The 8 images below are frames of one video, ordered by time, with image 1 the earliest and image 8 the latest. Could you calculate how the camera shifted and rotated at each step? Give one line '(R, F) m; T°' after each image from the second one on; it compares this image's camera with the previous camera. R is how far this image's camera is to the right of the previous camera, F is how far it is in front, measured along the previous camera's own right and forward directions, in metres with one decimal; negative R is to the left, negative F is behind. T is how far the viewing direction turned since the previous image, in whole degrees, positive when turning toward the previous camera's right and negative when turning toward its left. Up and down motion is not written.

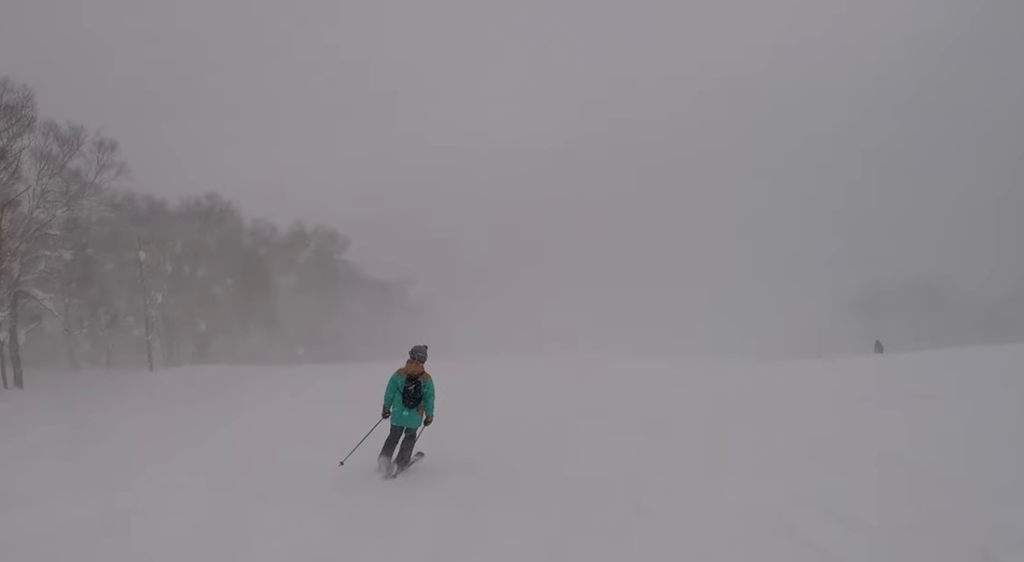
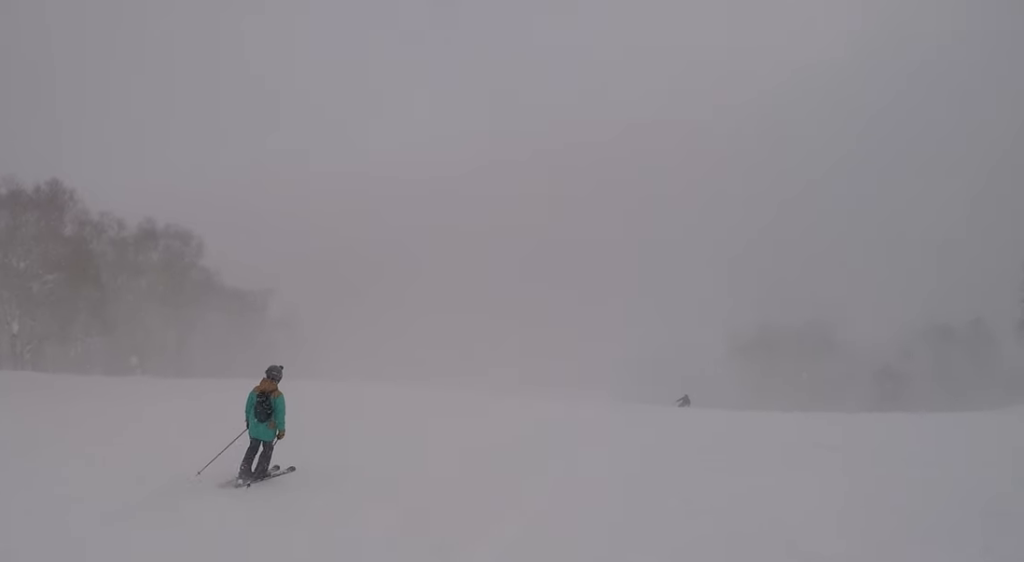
(+0.1, +6.8) m; 0°
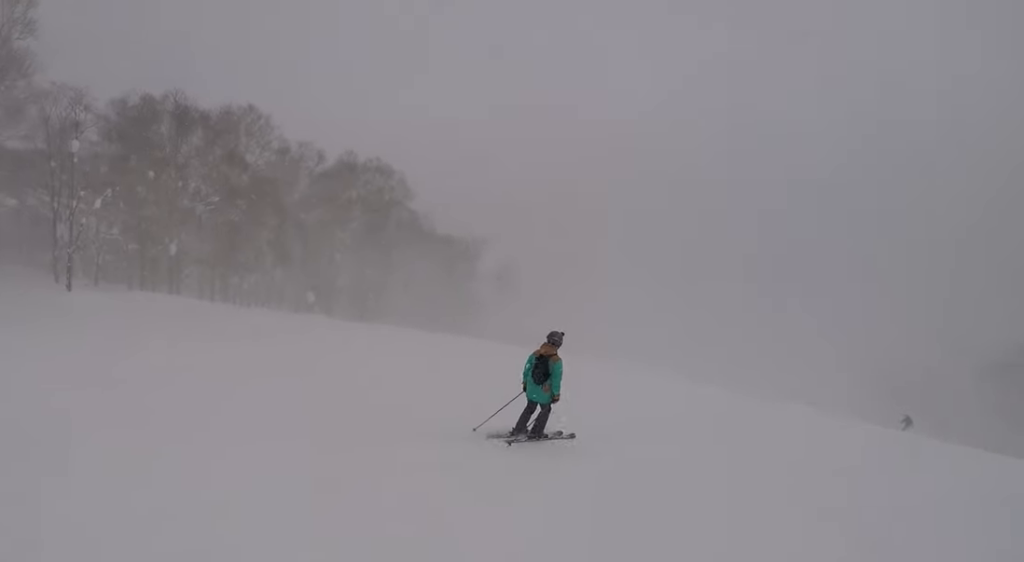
(0.0, +7.1) m; -8°
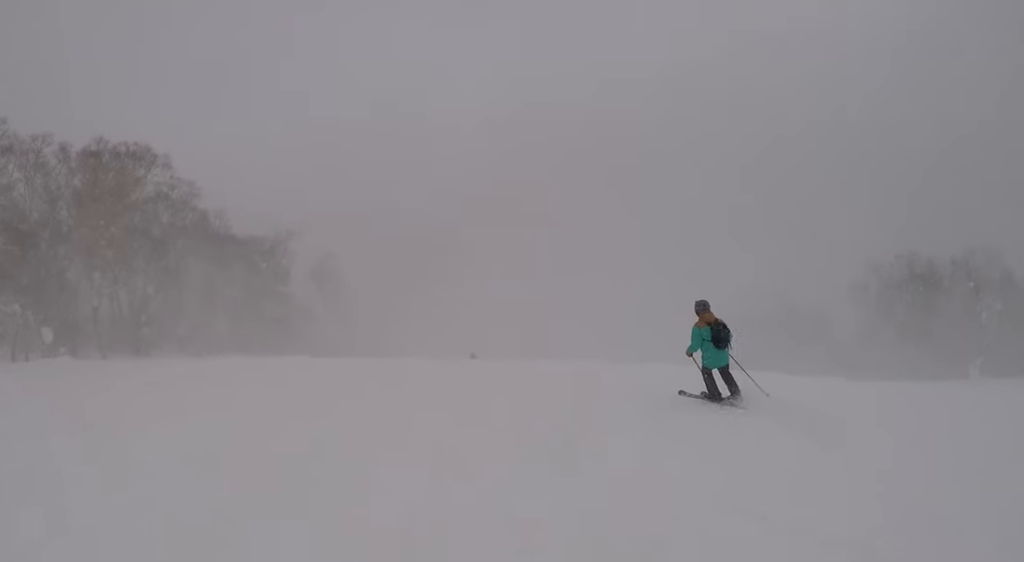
(+1.1, +12.3) m; +9°
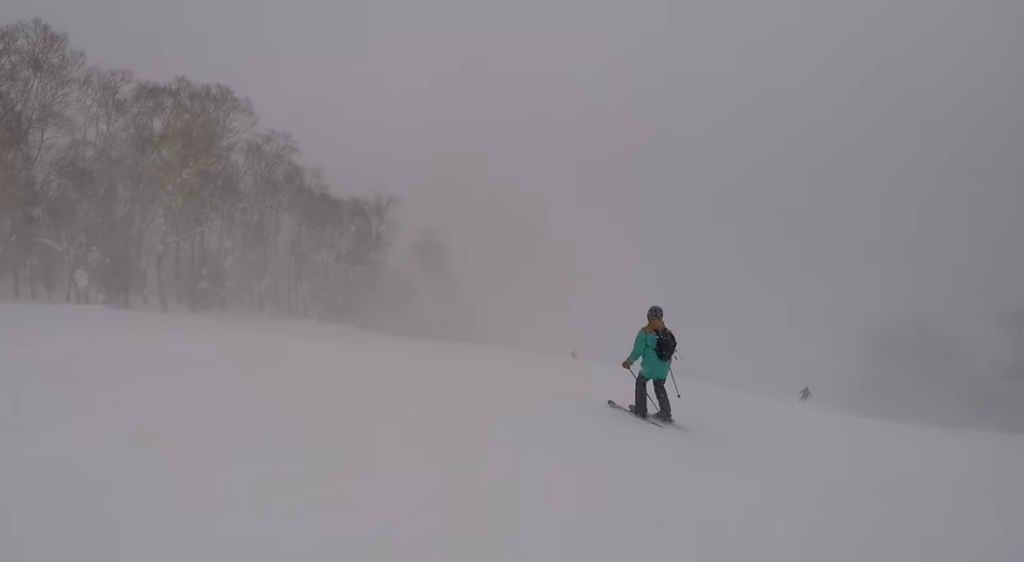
(-0.1, +5.8) m; -10°
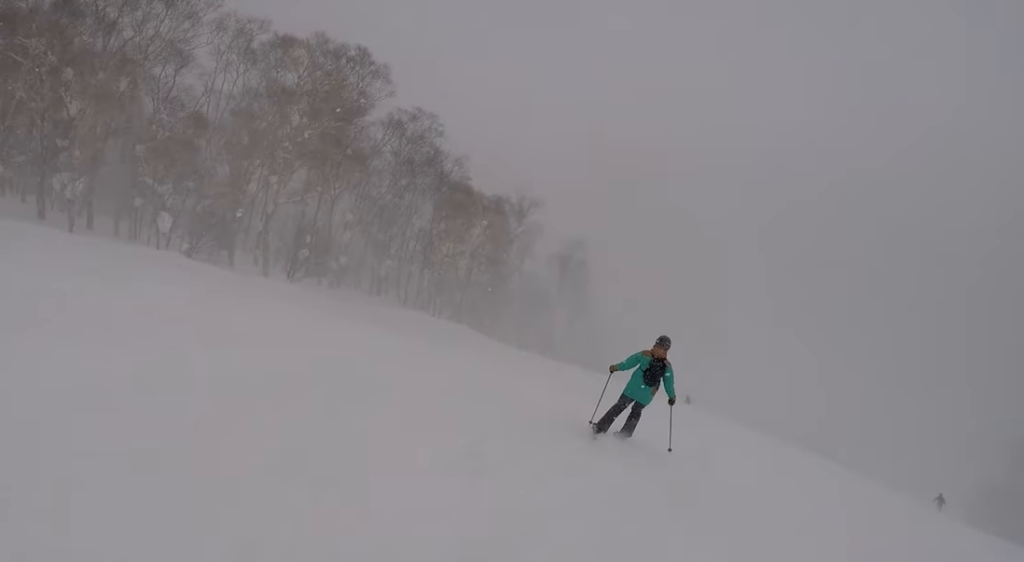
(-0.7, +4.5) m; -13°
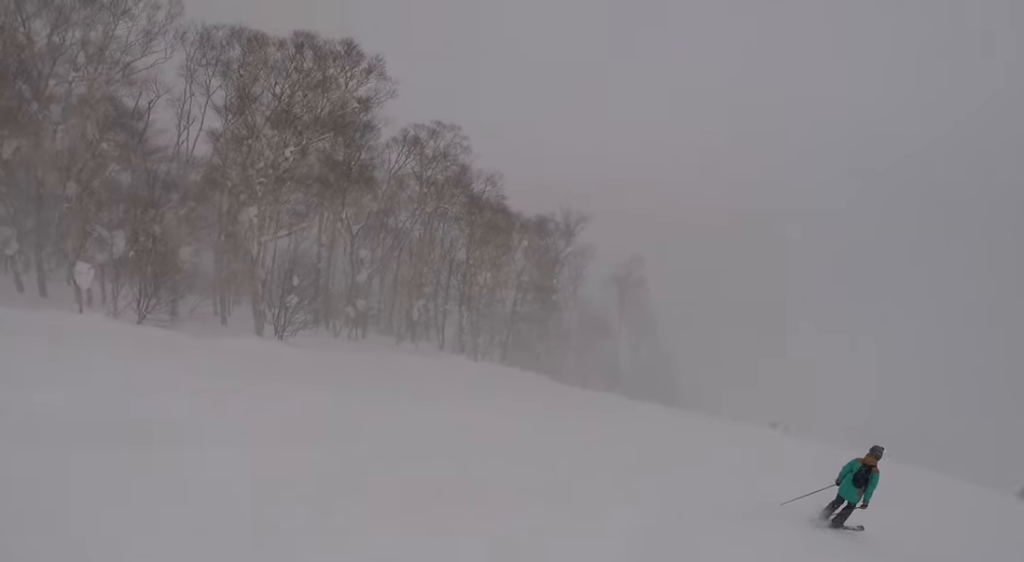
(-0.3, +9.3) m; +12°
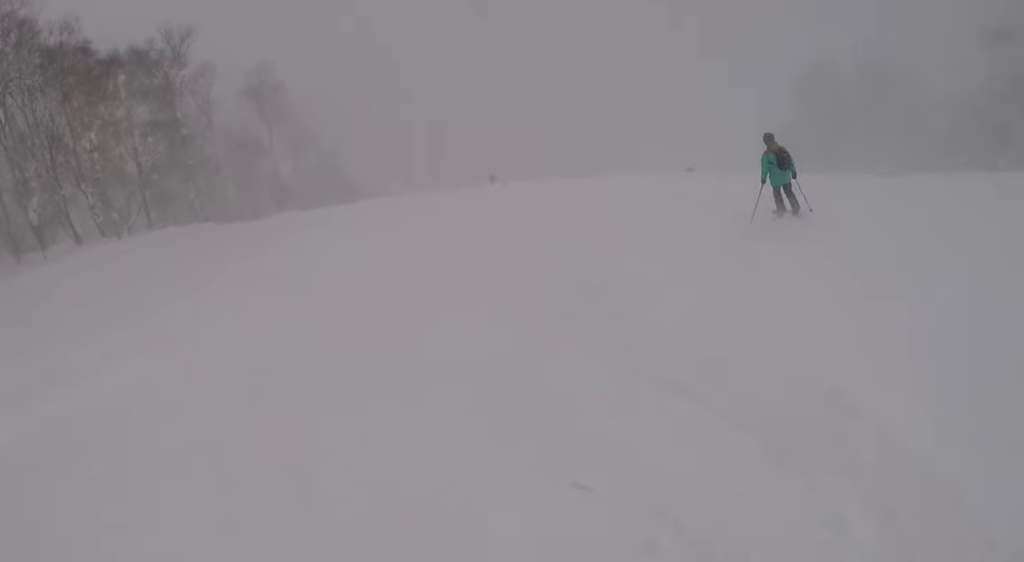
(+1.3, +6.7) m; +21°
